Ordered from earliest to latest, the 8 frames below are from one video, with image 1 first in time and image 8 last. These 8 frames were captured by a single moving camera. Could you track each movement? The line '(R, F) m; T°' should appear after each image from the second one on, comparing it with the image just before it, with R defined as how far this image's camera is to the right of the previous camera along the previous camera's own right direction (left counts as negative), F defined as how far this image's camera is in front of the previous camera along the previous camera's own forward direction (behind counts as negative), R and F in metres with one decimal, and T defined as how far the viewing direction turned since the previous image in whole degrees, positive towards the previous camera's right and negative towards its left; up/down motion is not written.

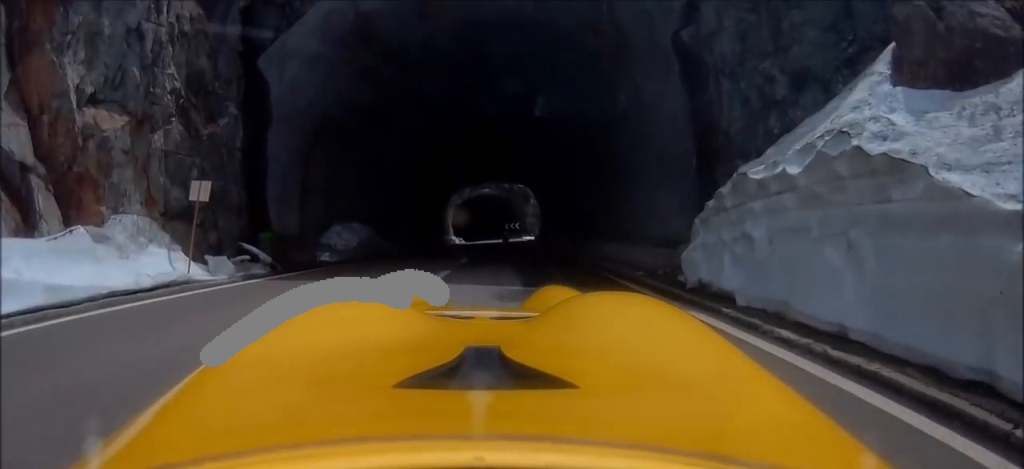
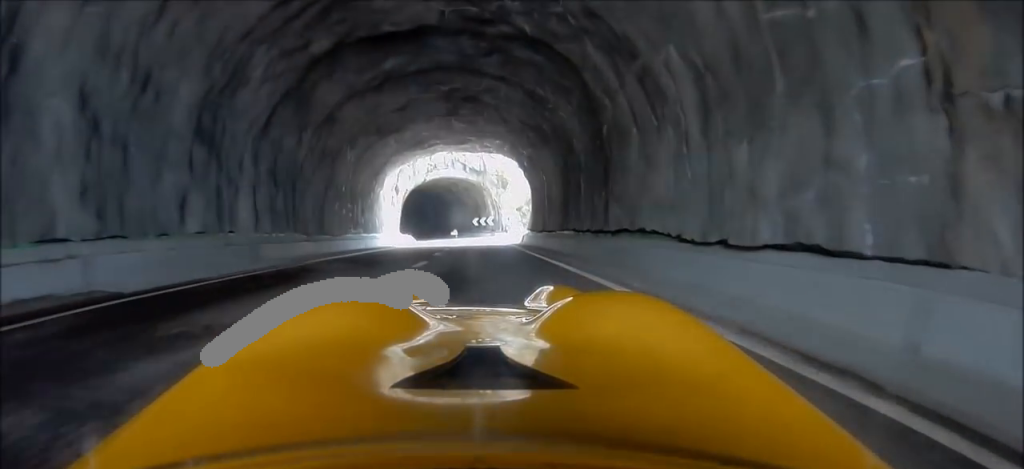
(-0.1, +20.3) m; -2°
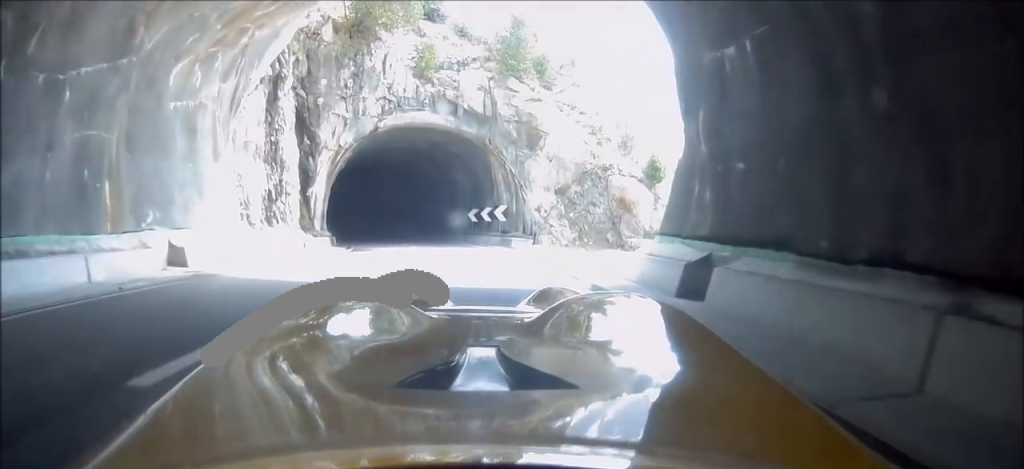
(-1.5, +24.7) m; -6°
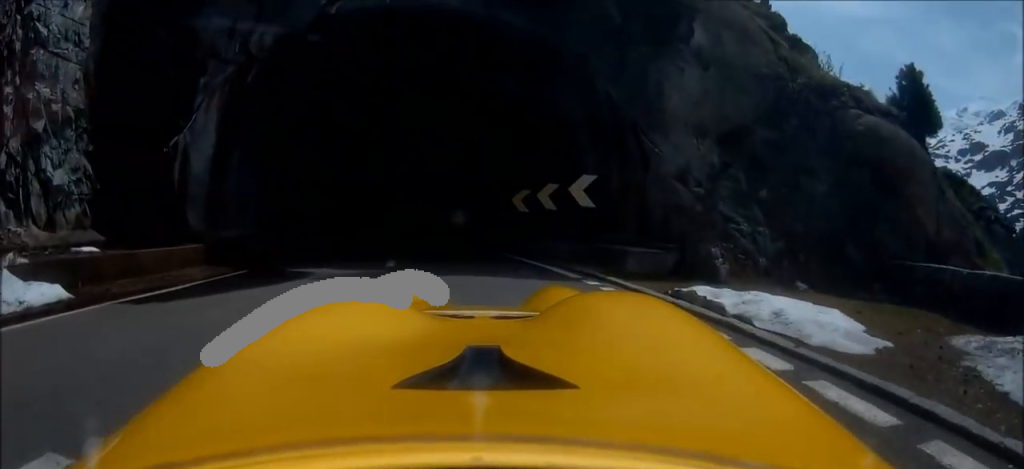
(-0.1, +13.9) m; +2°
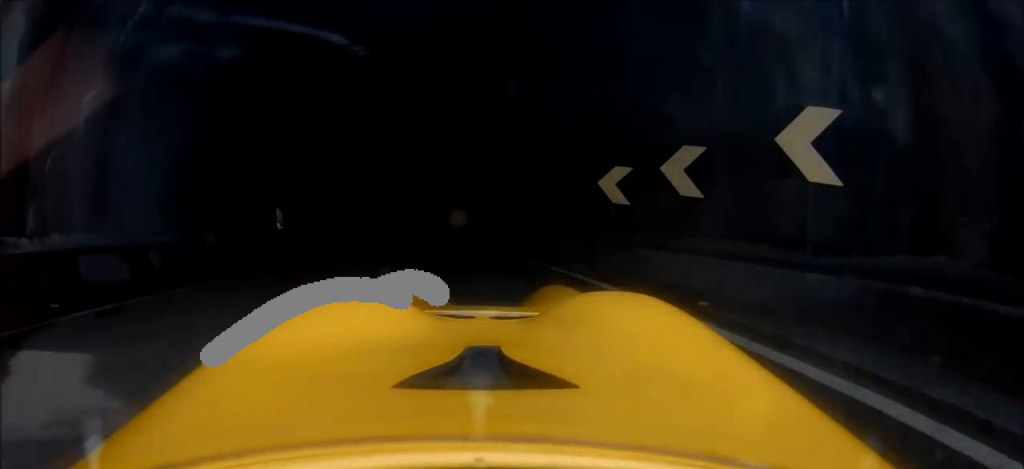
(+0.2, +7.7) m; +2°
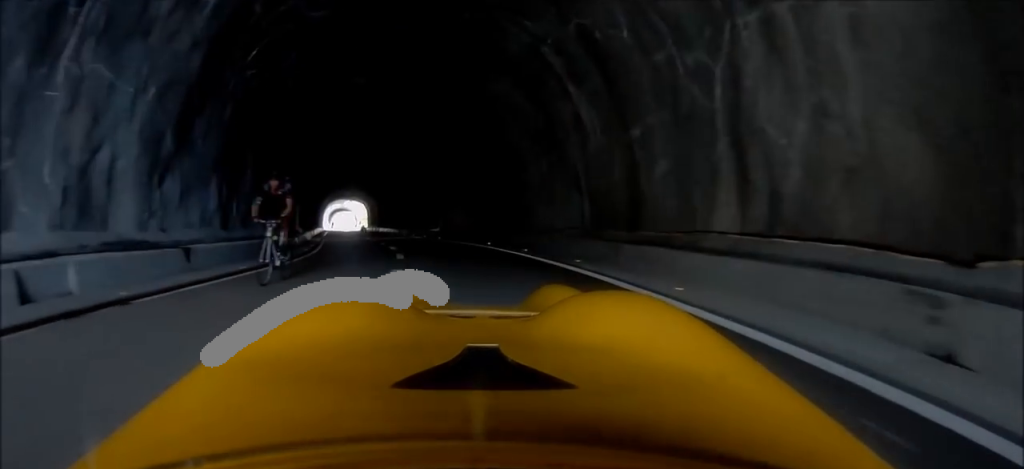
(+0.1, +12.5) m; +1°
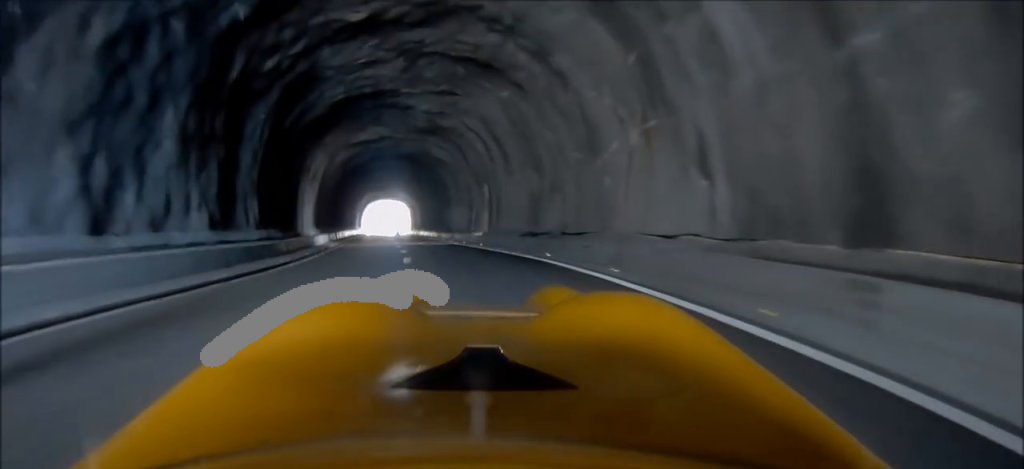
(0.0, +6.1) m; 0°
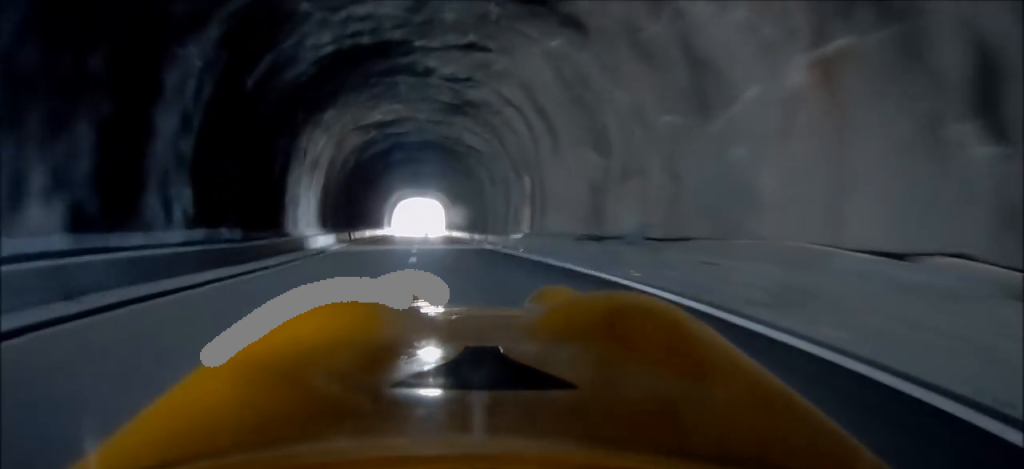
(0.0, +5.5) m; 0°
